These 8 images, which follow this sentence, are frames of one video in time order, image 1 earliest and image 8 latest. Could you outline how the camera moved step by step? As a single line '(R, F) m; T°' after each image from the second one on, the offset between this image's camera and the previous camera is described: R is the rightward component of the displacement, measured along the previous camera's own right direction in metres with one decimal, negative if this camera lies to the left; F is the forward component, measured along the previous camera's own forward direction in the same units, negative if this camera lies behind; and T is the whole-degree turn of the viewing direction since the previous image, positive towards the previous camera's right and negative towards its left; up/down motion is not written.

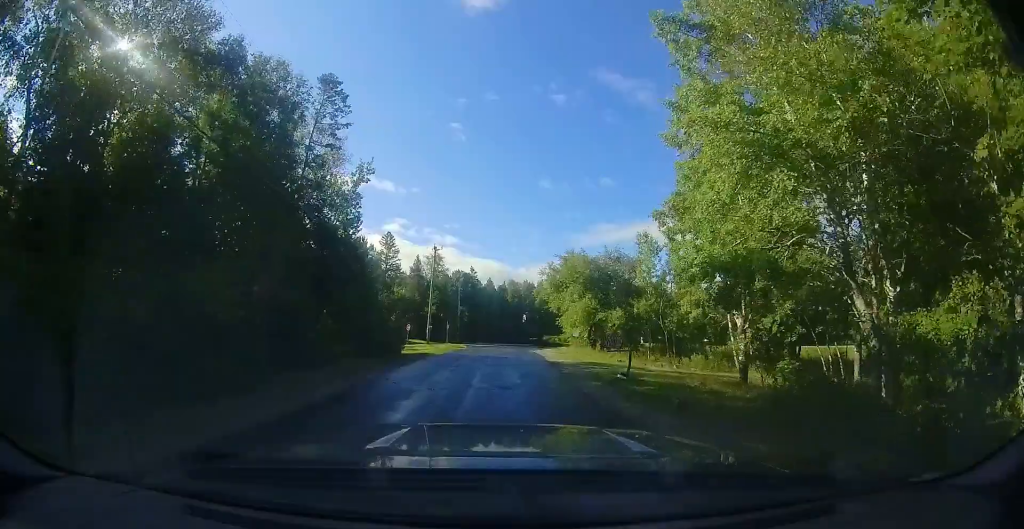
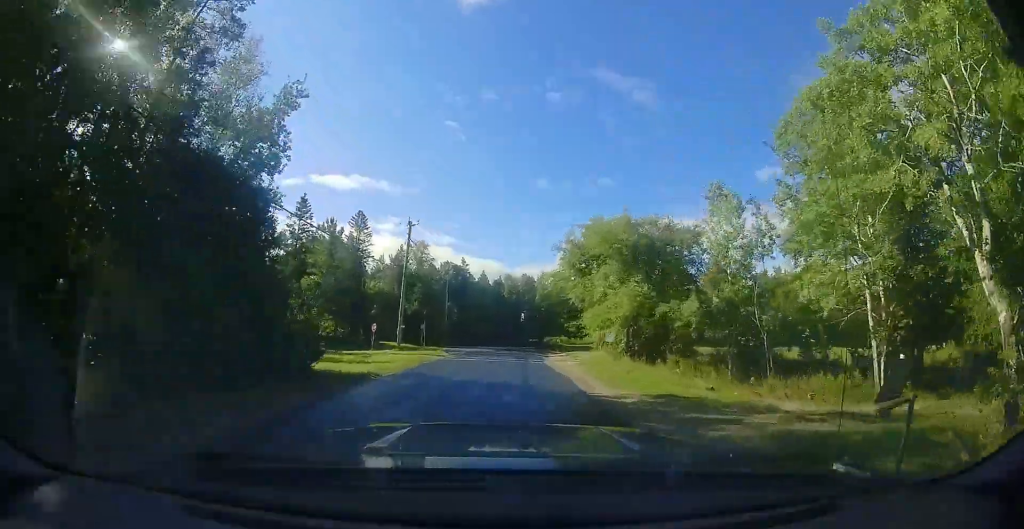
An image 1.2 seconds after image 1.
(-0.5, +11.4) m; -1°
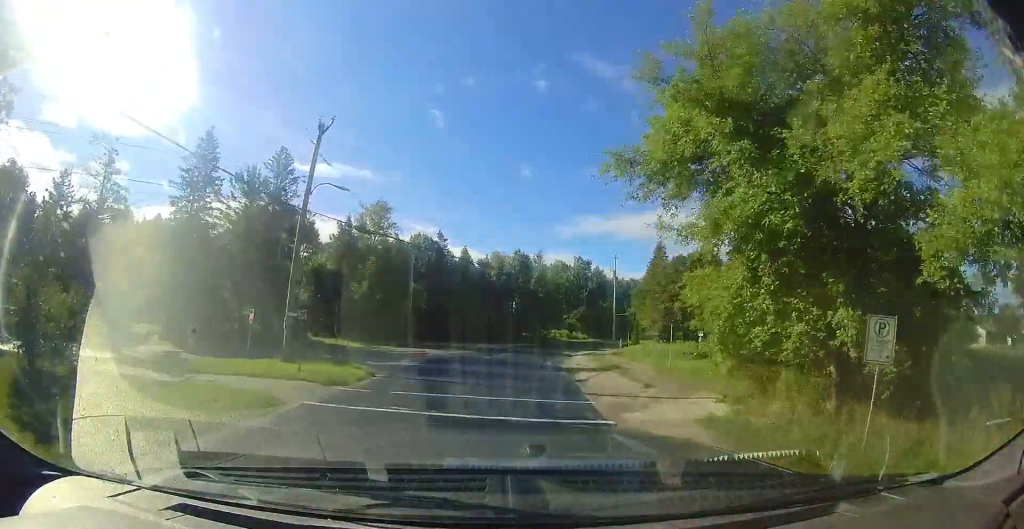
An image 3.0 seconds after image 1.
(+0.5, +17.2) m; +5°
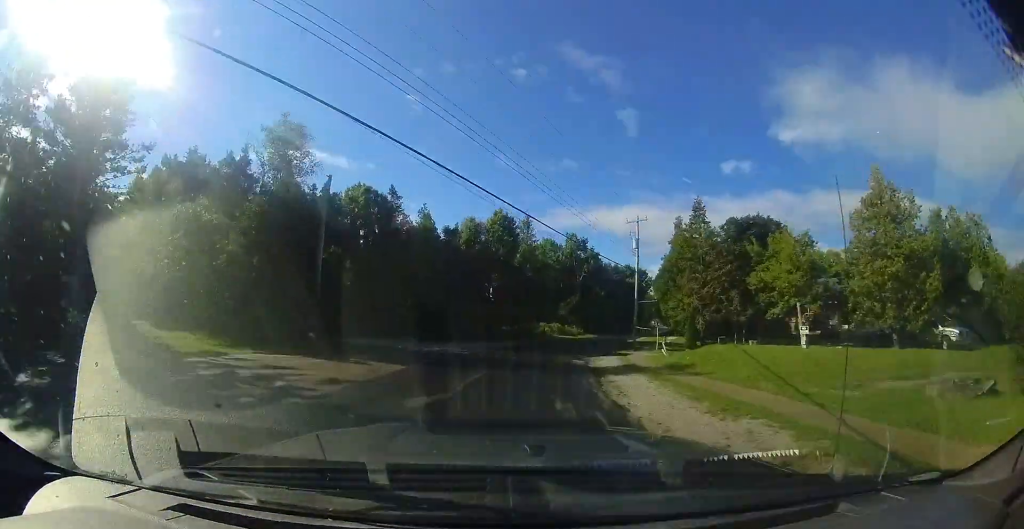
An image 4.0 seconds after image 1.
(+0.3, +9.3) m; +8°
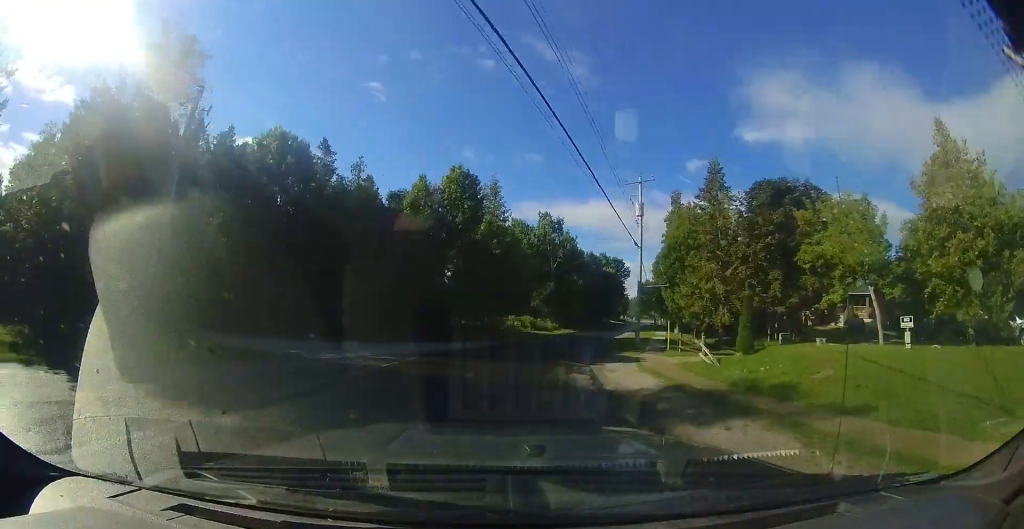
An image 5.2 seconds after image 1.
(+0.8, +9.1) m; +13°
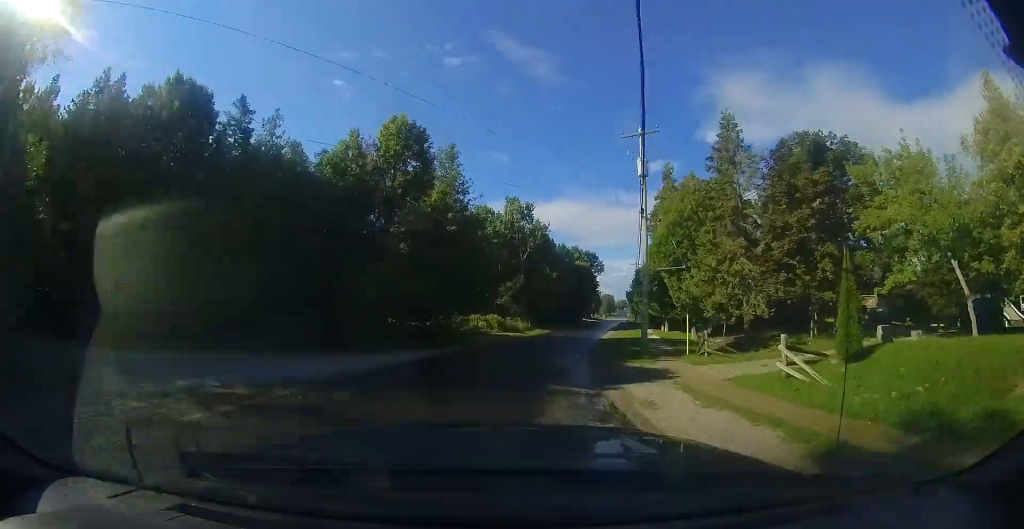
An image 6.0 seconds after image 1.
(+1.2, +6.9) m; +3°
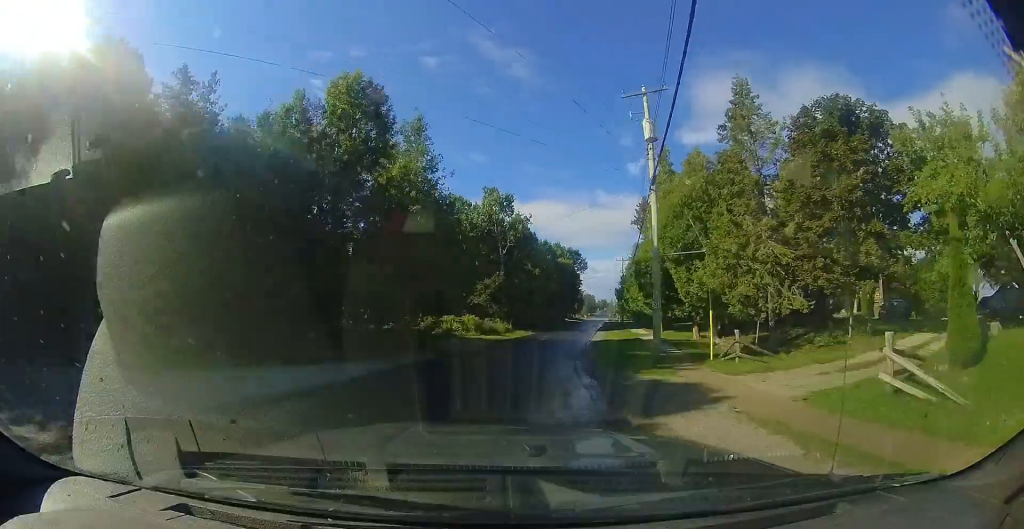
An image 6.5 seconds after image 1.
(0.0, +4.0) m; 0°
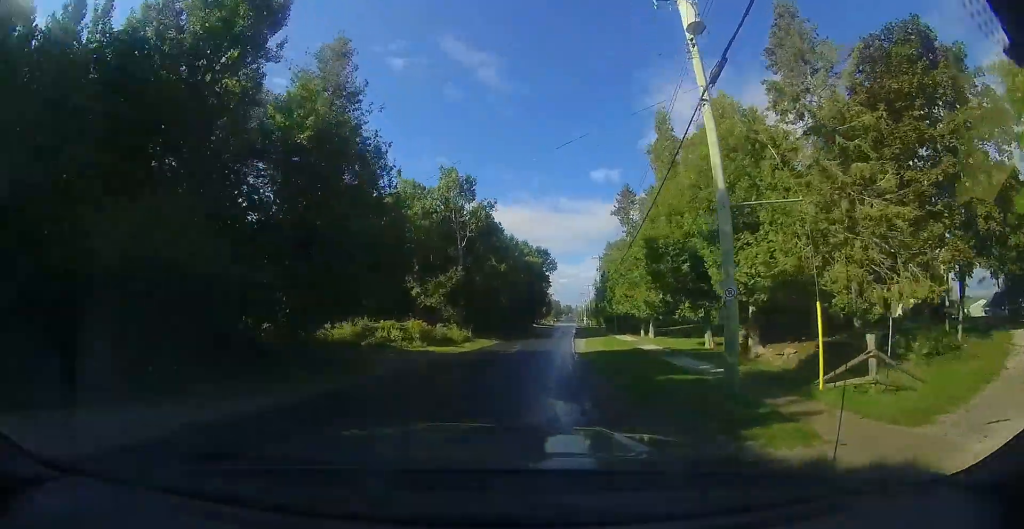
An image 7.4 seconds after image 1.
(-0.5, +6.9) m; -4°
